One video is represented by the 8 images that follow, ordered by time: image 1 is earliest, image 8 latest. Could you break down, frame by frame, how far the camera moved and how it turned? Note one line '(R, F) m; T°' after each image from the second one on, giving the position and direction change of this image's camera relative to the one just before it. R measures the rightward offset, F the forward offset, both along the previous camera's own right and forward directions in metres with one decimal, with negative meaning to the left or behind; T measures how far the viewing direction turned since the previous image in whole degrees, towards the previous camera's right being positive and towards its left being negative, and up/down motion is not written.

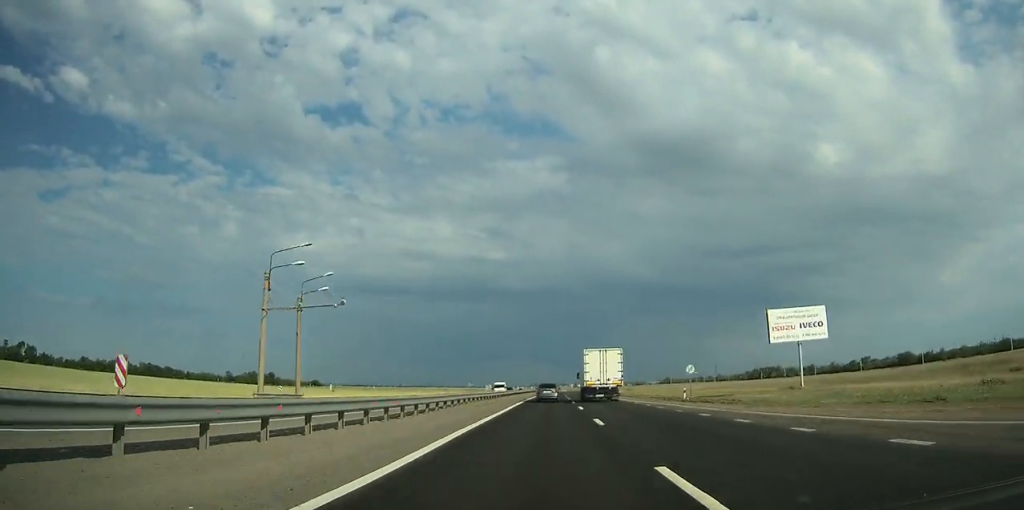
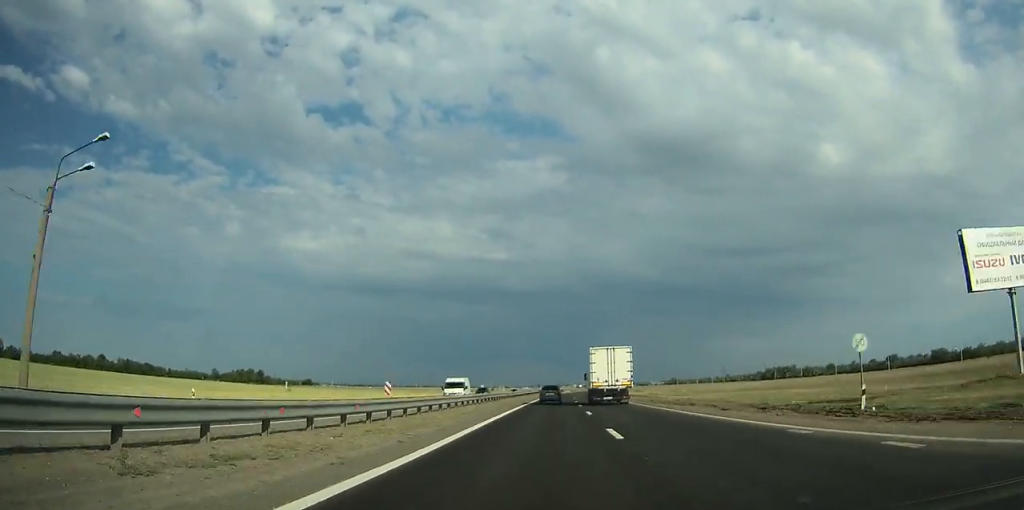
(0.0, +28.1) m; 0°
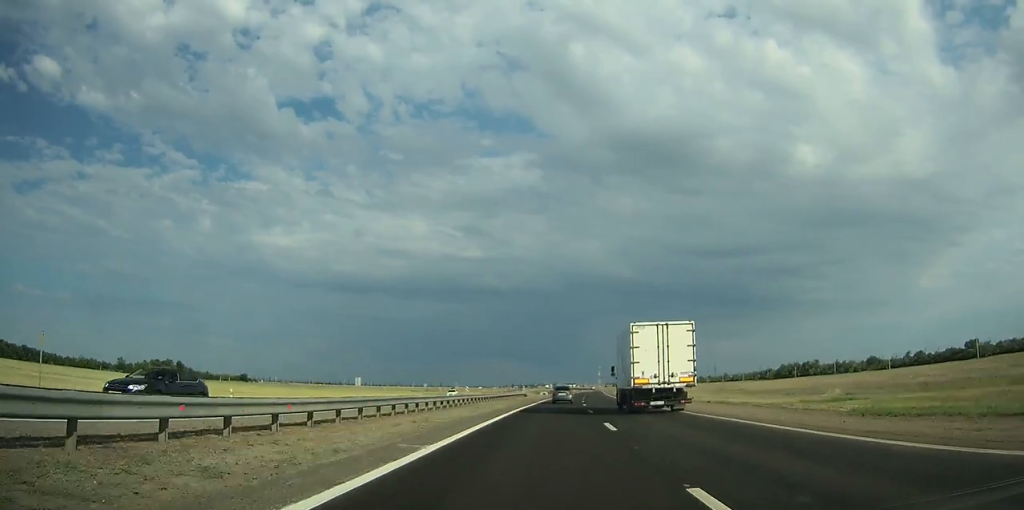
(+0.8, +96.1) m; +2°
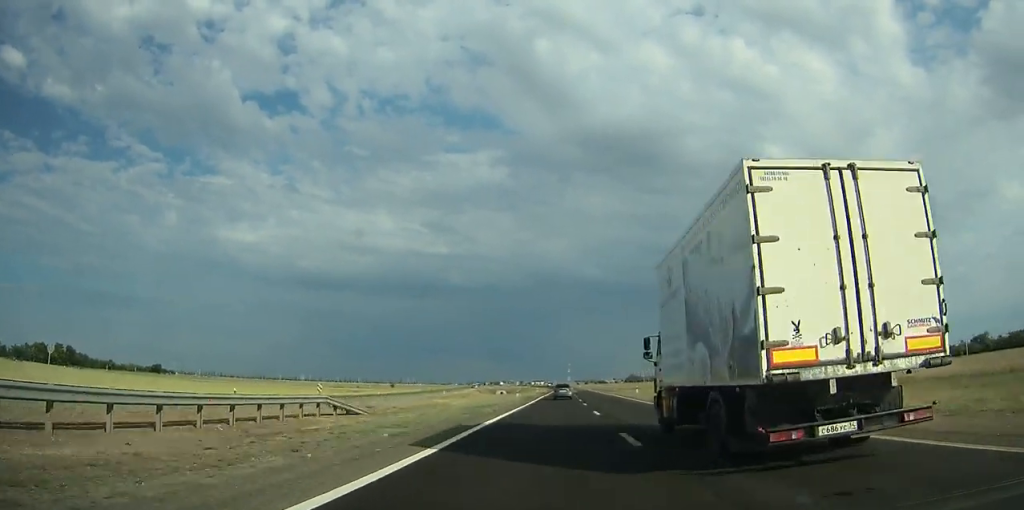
(+2.6, +91.1) m; +2°
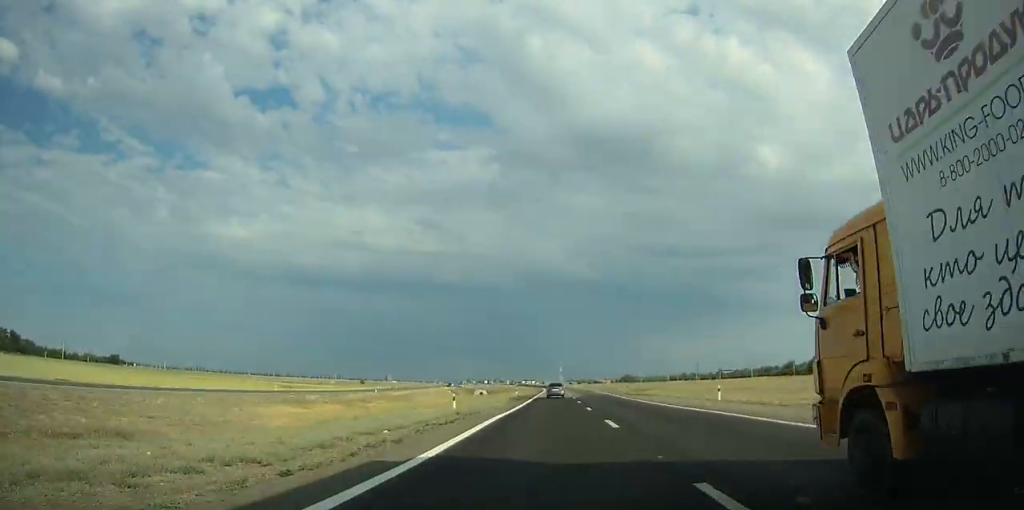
(+0.5, +43.5) m; 0°
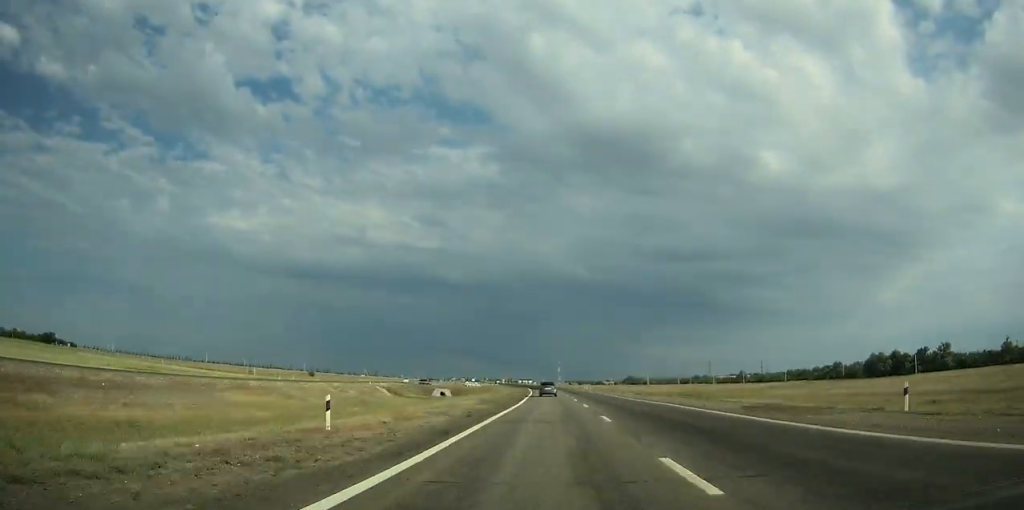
(-0.3, +66.8) m; -1°
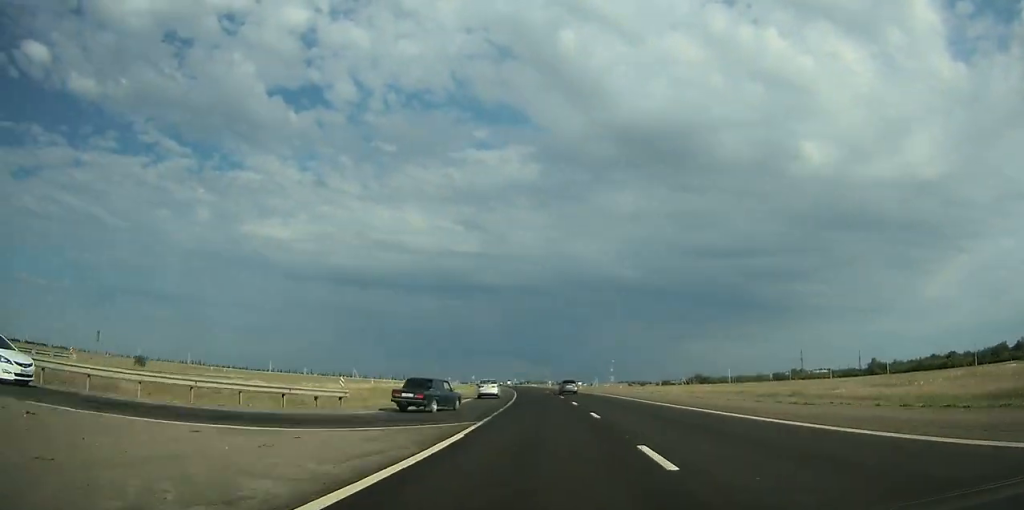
(-3.6, +140.3) m; -4°
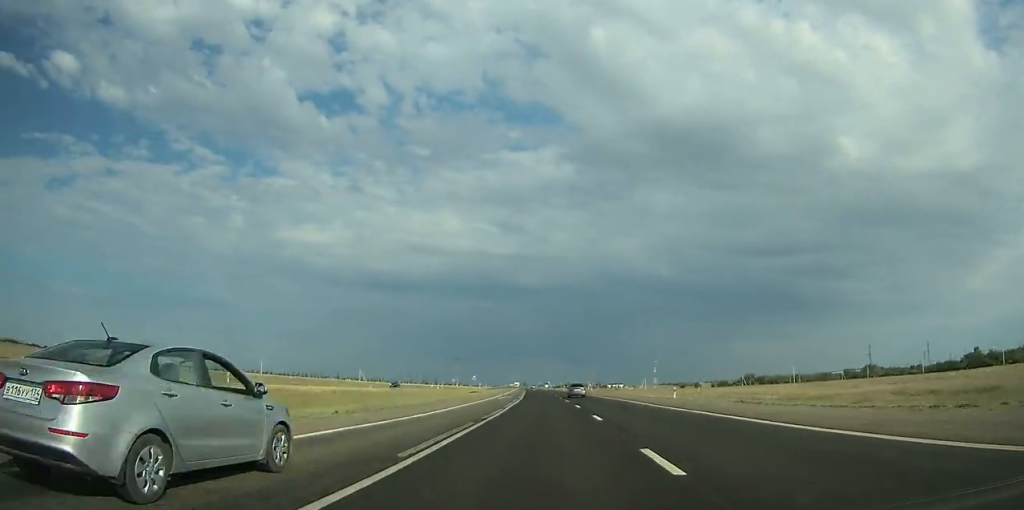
(-0.7, +61.9) m; -3°
